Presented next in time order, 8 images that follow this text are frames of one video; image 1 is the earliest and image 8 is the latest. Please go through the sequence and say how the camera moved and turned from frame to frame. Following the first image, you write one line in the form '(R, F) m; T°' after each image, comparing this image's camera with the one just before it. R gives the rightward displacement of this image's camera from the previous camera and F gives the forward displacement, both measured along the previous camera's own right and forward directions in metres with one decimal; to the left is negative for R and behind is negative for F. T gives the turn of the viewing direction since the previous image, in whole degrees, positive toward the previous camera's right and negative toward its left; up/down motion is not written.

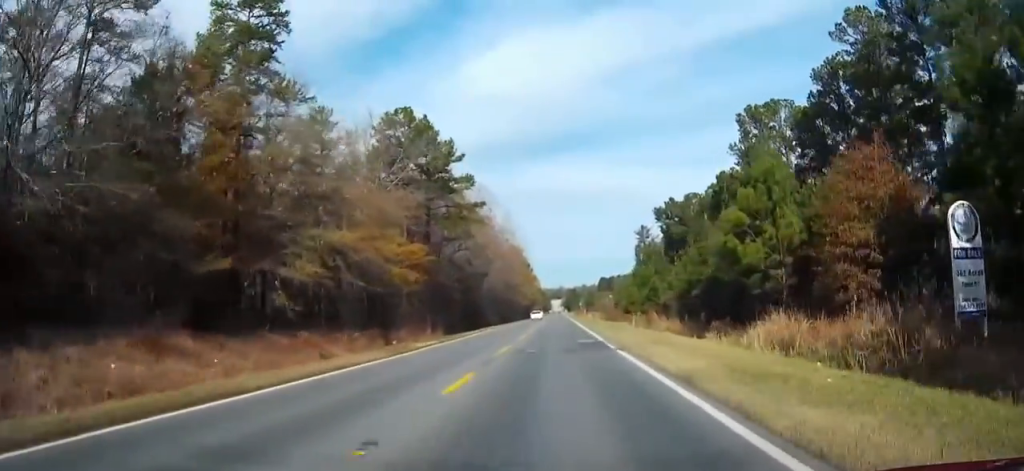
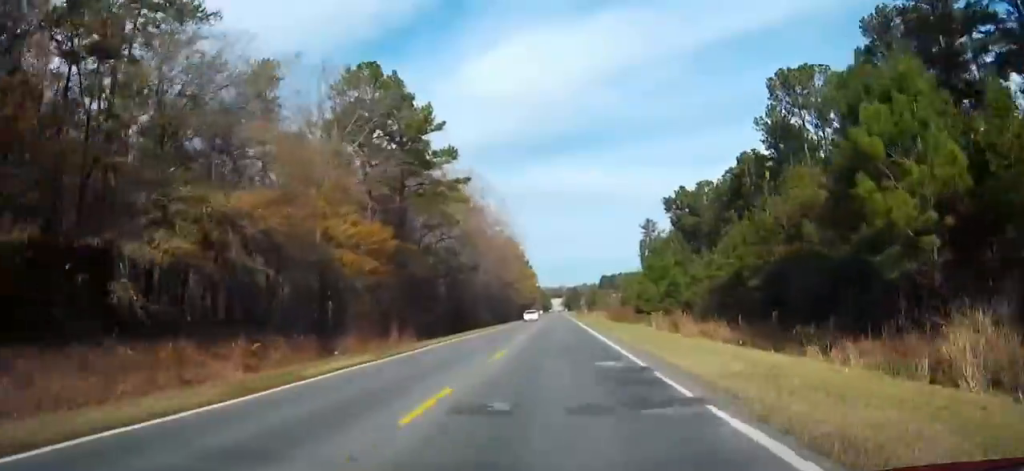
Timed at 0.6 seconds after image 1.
(0.0, +13.9) m; 0°
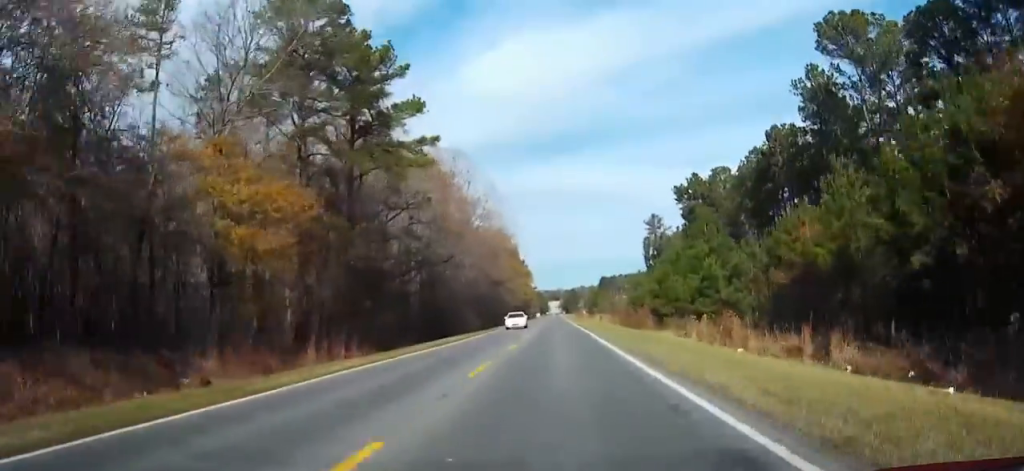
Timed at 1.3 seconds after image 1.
(-0.1, +15.4) m; 0°
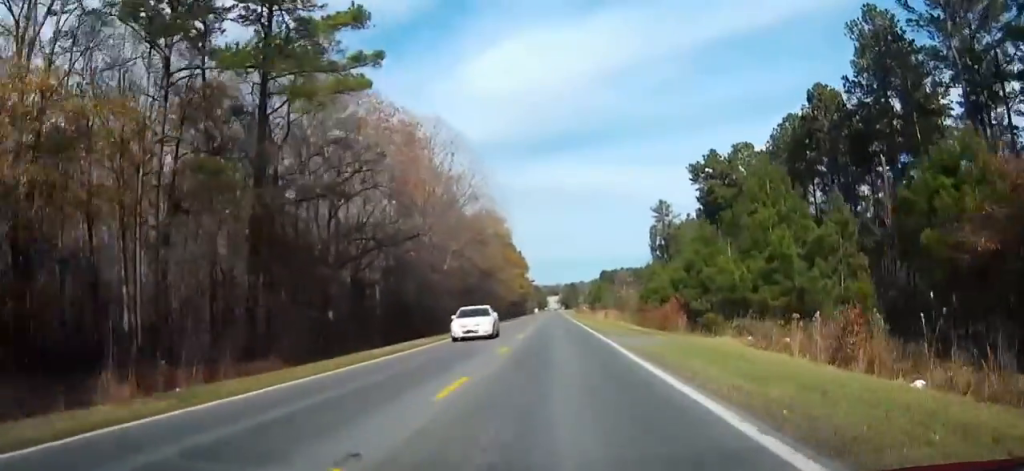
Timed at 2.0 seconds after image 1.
(+0.1, +15.4) m; 0°
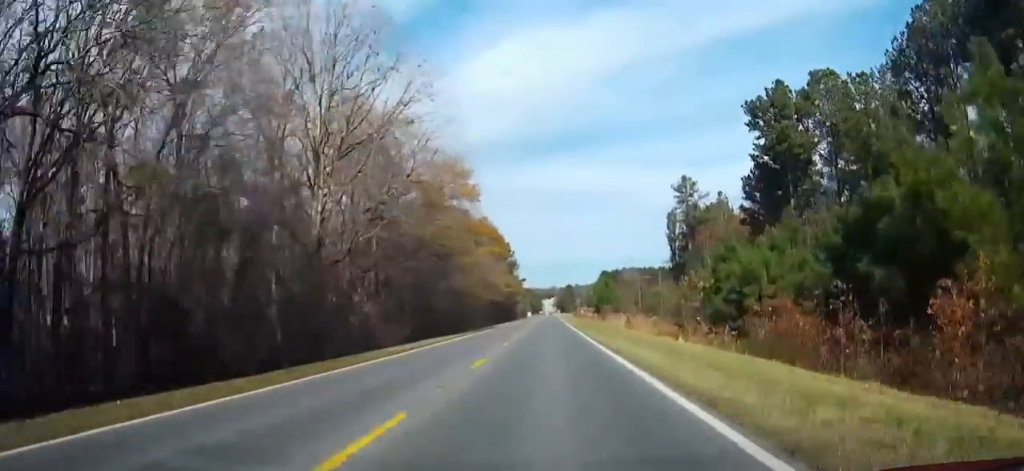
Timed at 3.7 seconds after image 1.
(+0.1, +36.9) m; 0°
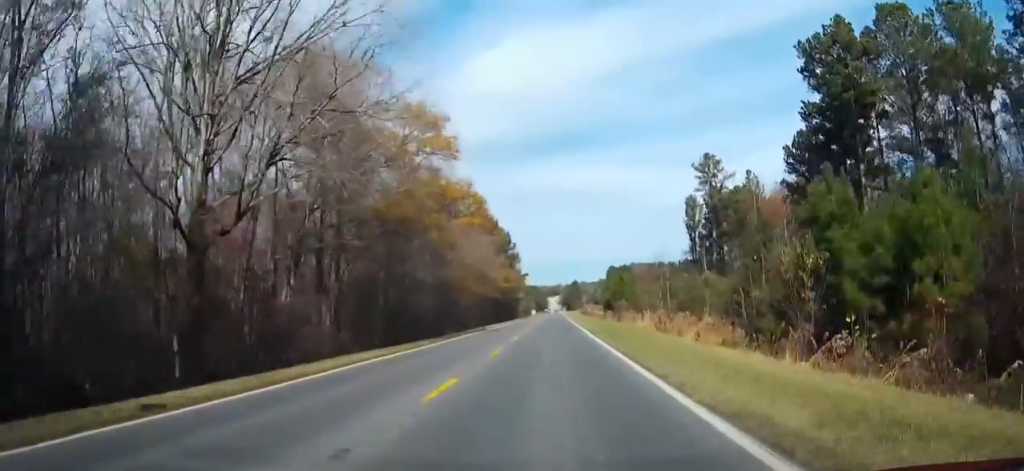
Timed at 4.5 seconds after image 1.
(+0.1, +17.1) m; 0°
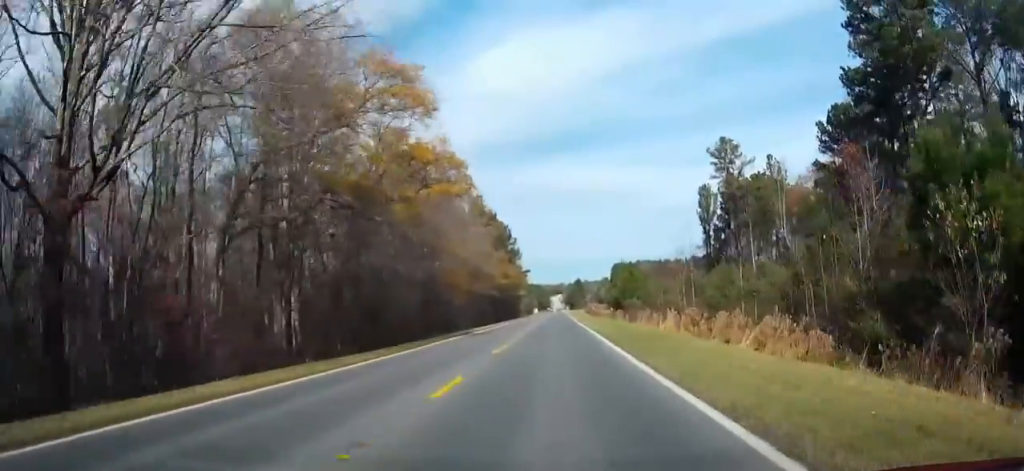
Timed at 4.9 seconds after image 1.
(-0.1, +10.5) m; 0°
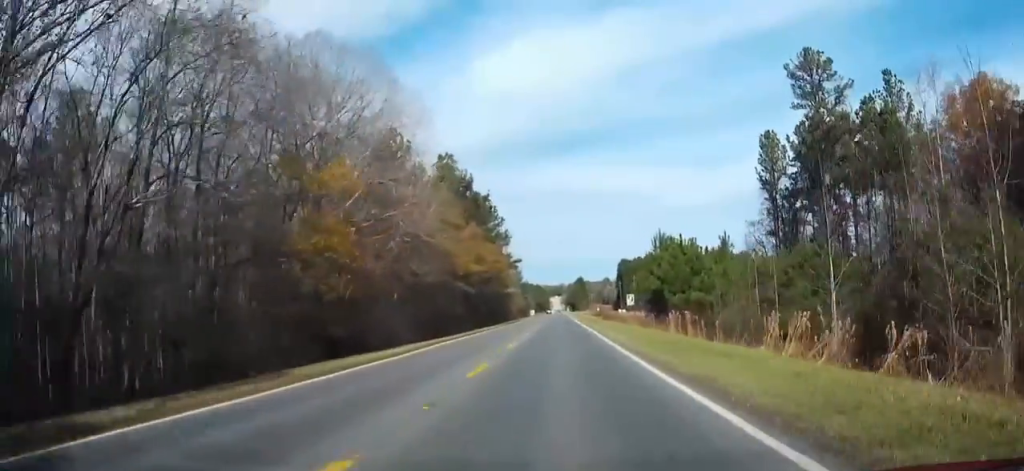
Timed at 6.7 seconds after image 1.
(-0.3, +40.0) m; 0°
